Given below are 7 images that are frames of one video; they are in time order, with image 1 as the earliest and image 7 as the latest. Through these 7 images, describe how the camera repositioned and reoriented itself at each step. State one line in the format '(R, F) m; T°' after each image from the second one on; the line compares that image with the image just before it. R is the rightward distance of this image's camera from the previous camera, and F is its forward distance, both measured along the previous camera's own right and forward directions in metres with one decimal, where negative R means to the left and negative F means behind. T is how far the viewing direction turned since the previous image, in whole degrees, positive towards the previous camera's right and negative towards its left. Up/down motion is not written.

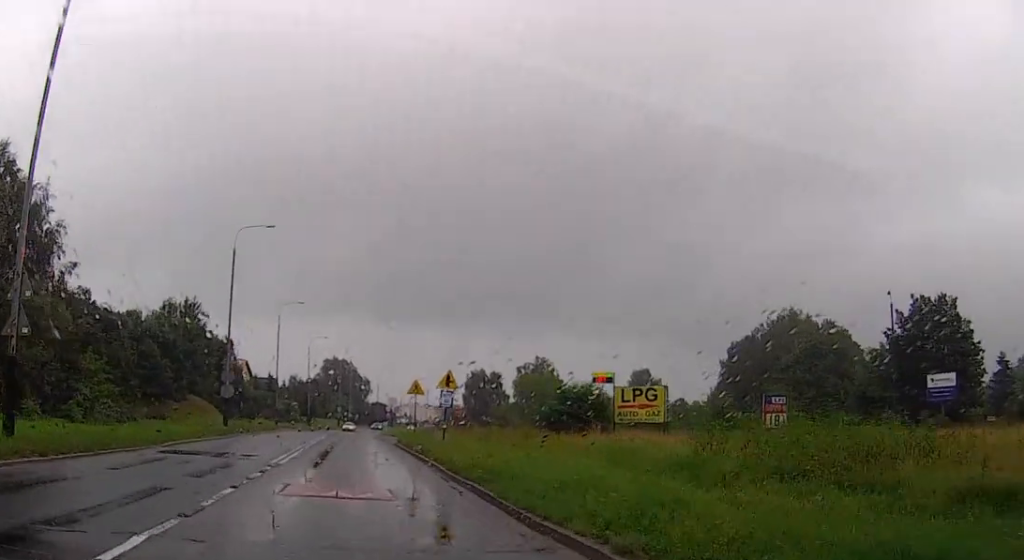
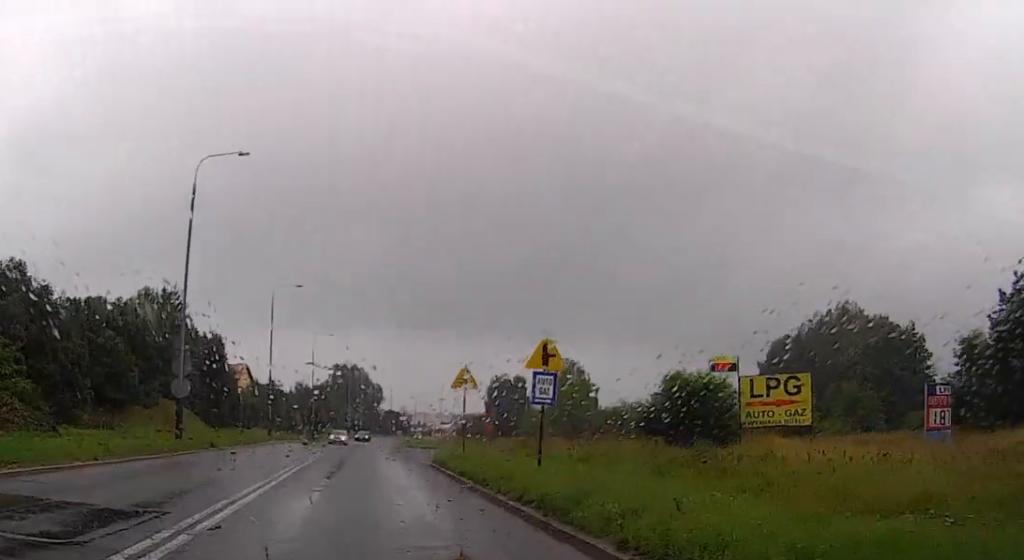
(-0.4, +15.3) m; -1°
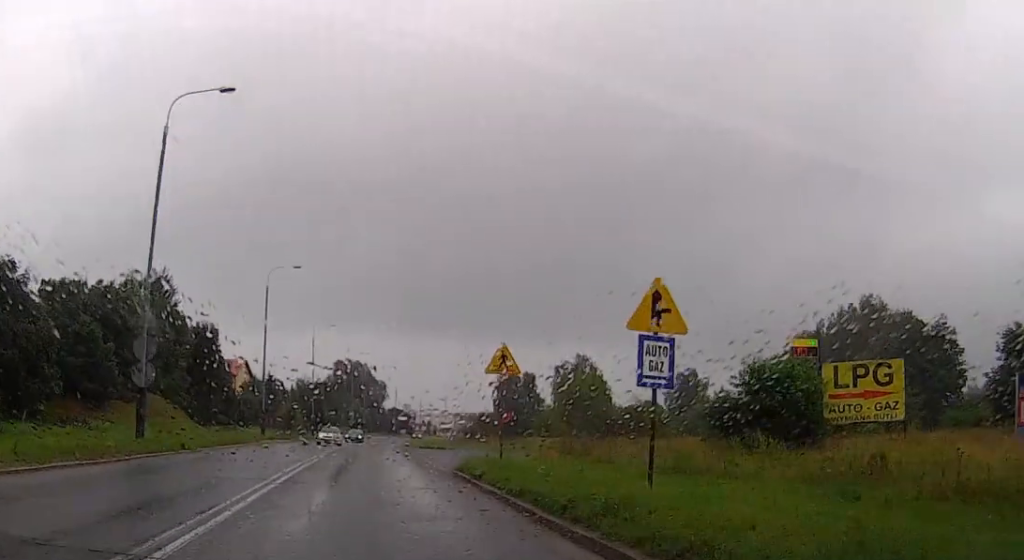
(+0.1, +6.8) m; +1°
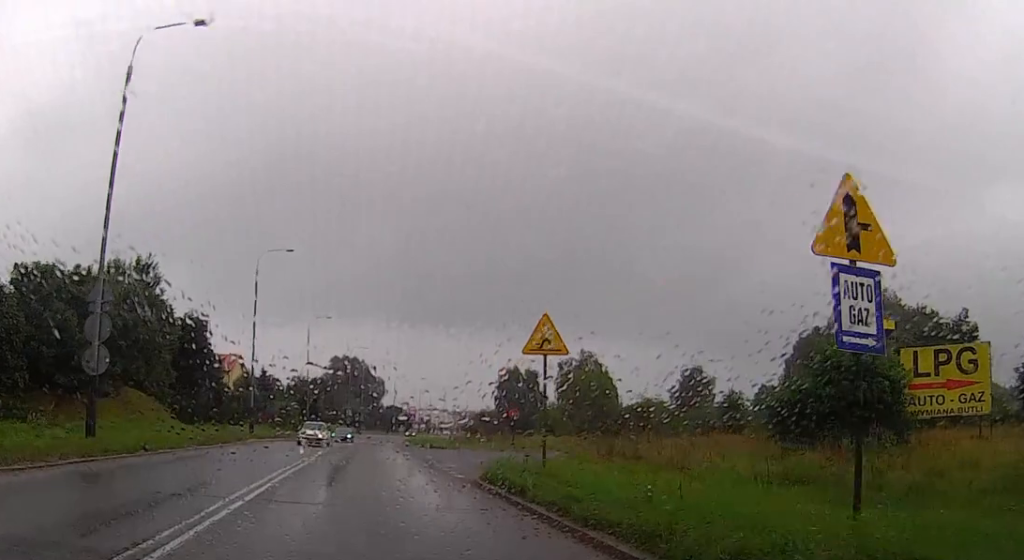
(0.0, +5.1) m; 0°
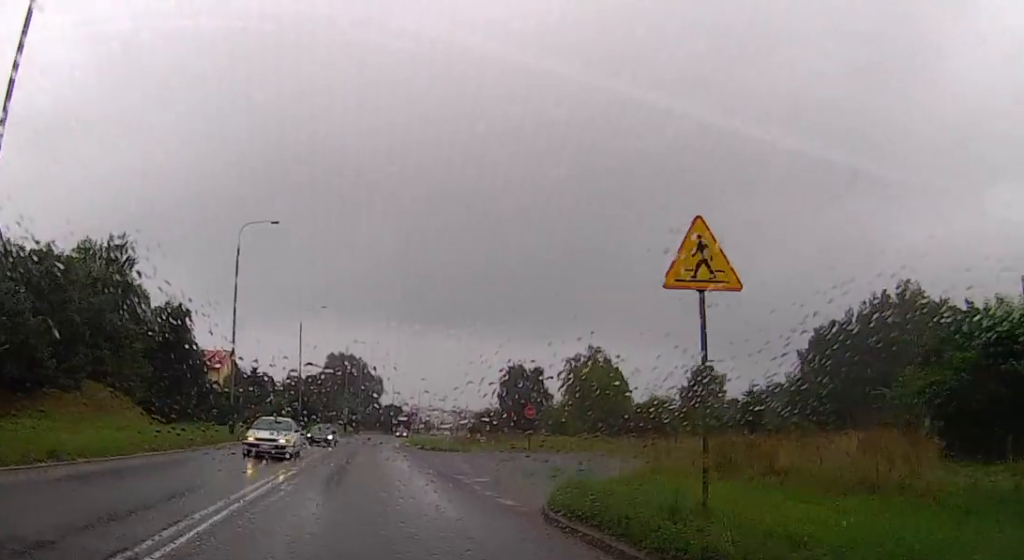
(0.0, +7.4) m; -1°
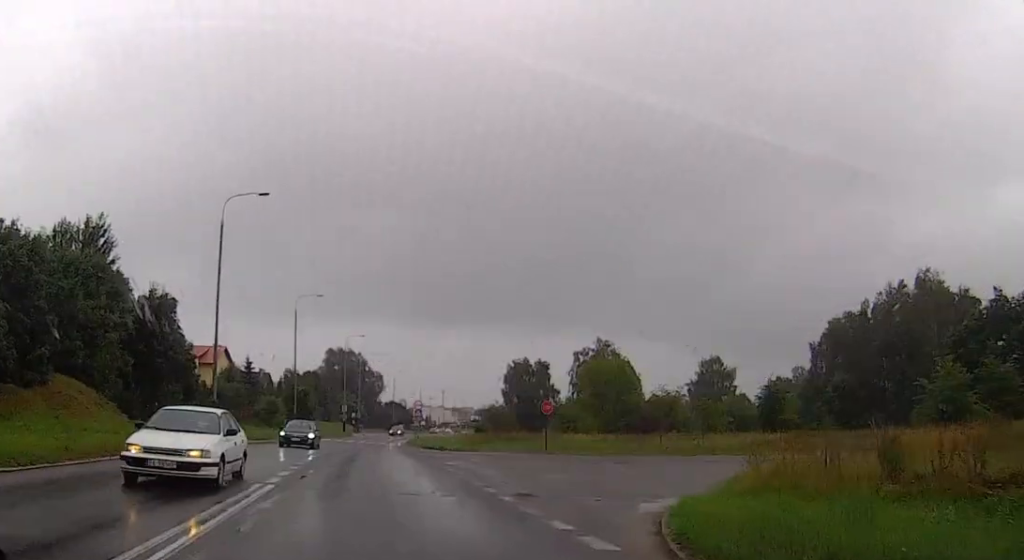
(-0.2, +5.1) m; 0°
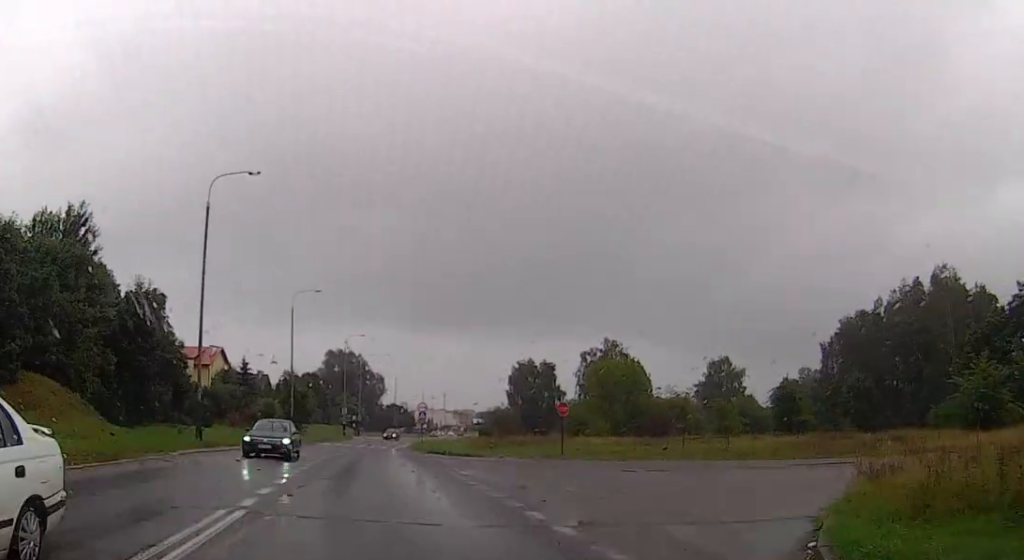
(-0.1, +4.0) m; 0°
